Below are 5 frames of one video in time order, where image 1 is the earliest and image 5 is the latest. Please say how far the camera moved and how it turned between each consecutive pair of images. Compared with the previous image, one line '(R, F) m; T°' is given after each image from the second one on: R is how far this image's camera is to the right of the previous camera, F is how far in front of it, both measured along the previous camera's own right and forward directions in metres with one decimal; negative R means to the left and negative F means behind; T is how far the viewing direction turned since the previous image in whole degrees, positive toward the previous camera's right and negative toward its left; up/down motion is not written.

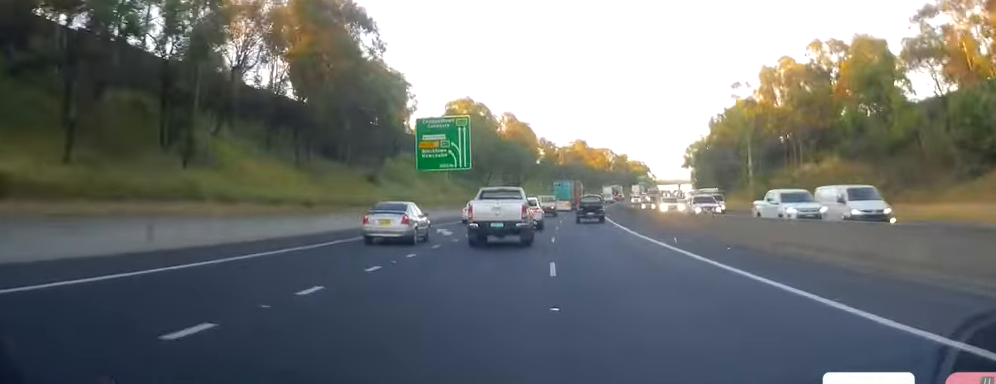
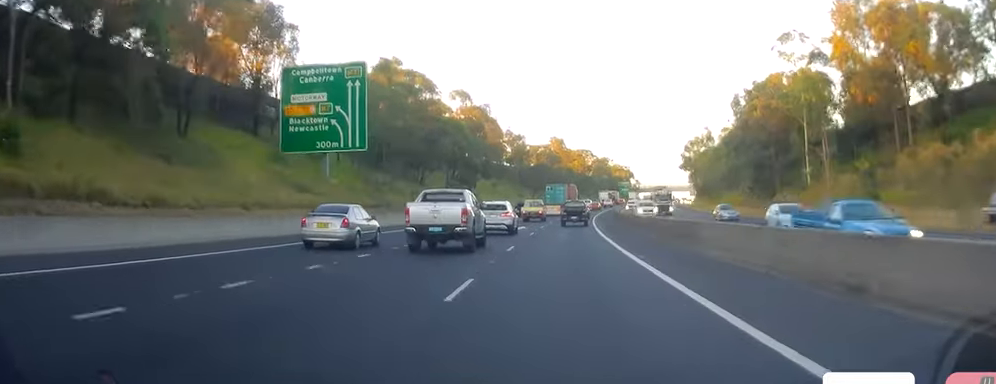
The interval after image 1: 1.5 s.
(+1.9, +38.6) m; +4°
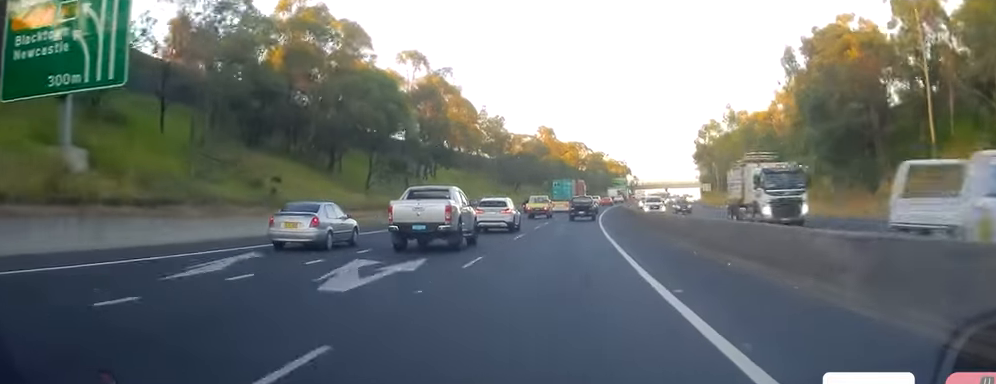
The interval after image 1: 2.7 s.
(0.0, +30.6) m; 0°
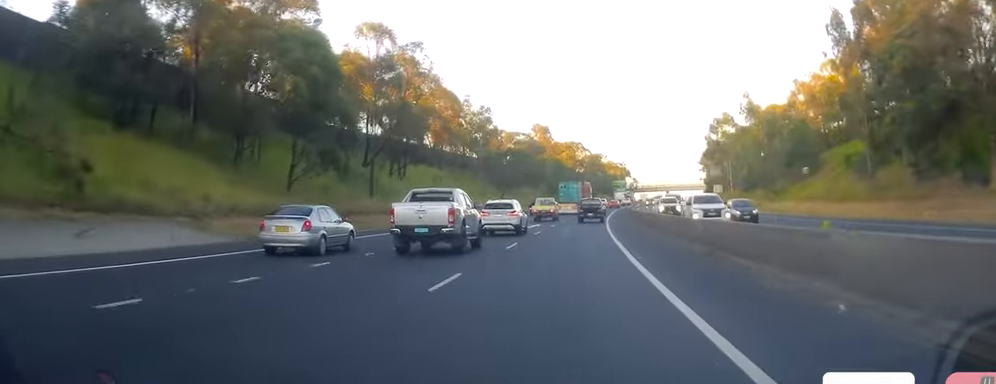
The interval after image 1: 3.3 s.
(+0.1, +15.7) m; 0°
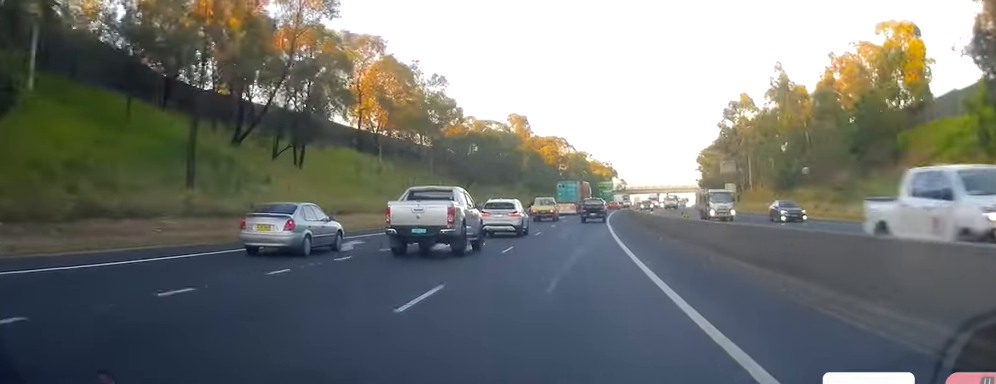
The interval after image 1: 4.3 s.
(+0.1, +26.1) m; 0°
